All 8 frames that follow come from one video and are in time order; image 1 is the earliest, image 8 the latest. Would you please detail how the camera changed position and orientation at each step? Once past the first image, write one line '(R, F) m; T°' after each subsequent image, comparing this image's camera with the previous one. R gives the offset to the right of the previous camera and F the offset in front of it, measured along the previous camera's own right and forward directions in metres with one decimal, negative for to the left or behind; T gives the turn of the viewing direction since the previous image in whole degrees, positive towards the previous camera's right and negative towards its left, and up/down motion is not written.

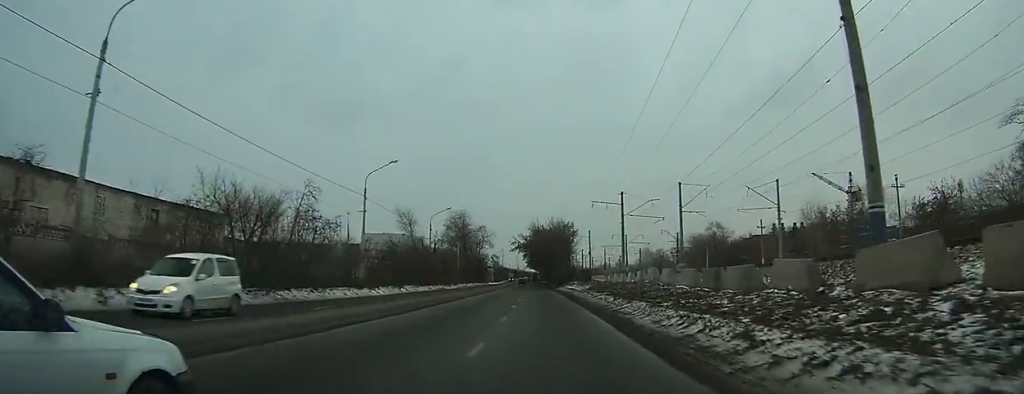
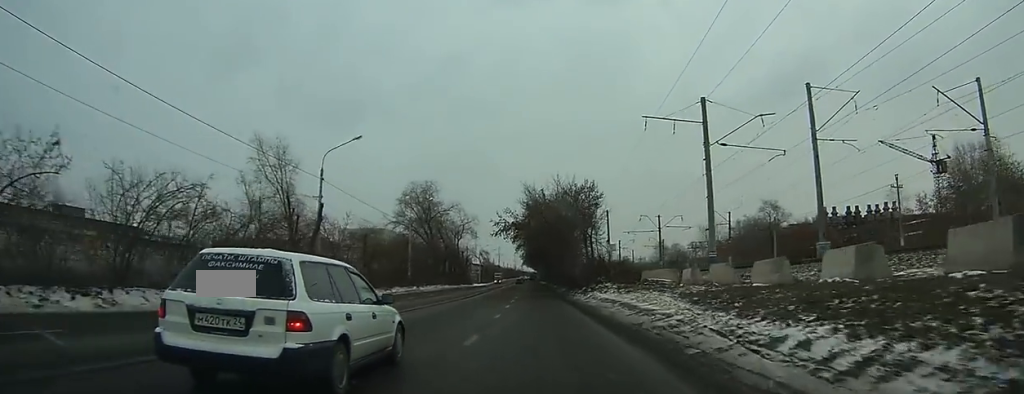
(-0.3, +37.8) m; -1°
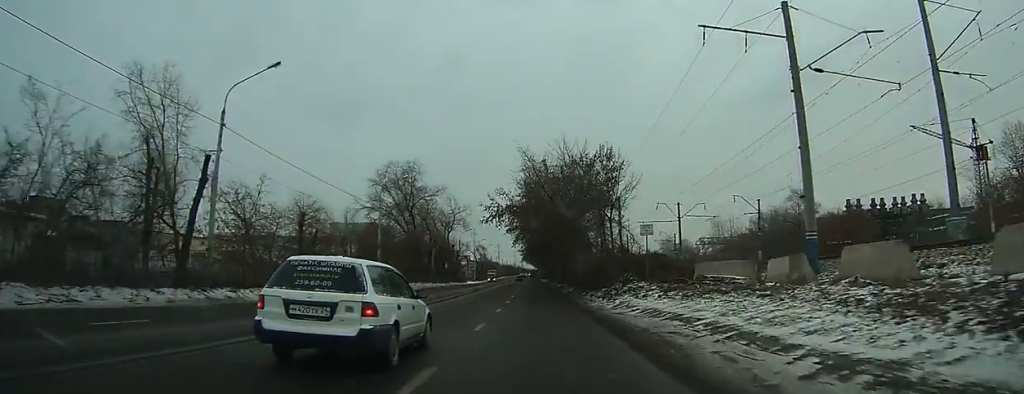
(0.0, +13.0) m; 0°
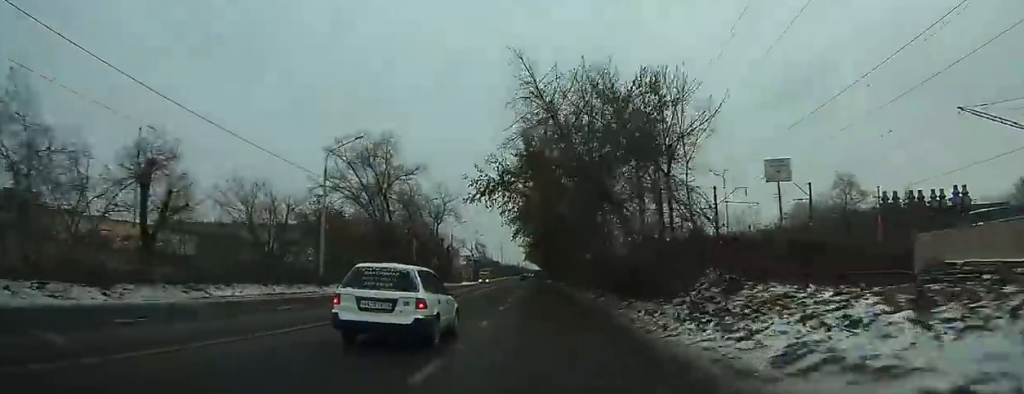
(0.0, +15.3) m; 0°
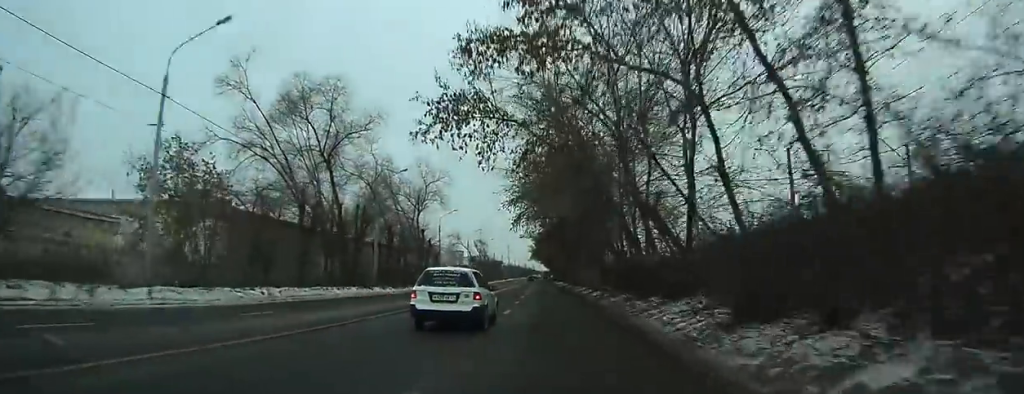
(-0.1, +19.0) m; 0°
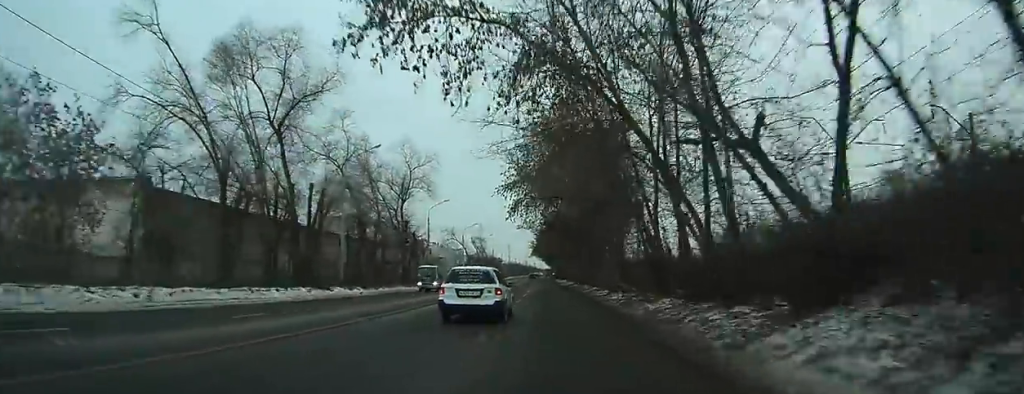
(0.0, +8.9) m; 0°
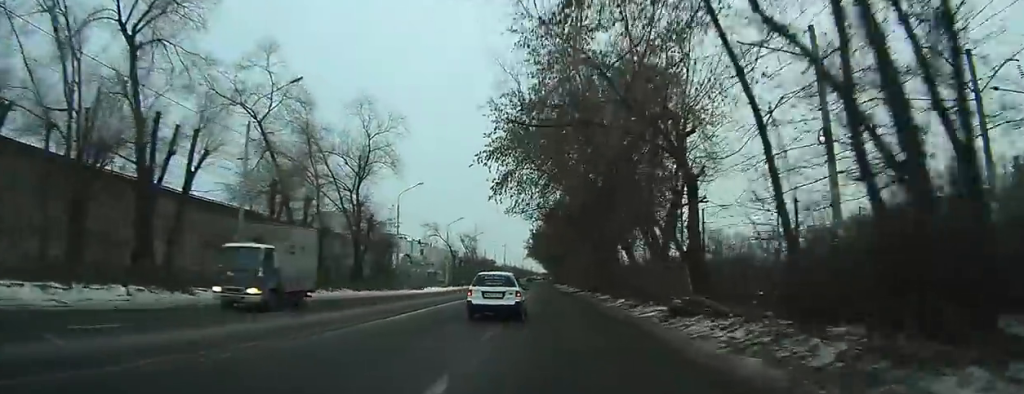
(0.0, +14.4) m; 0°
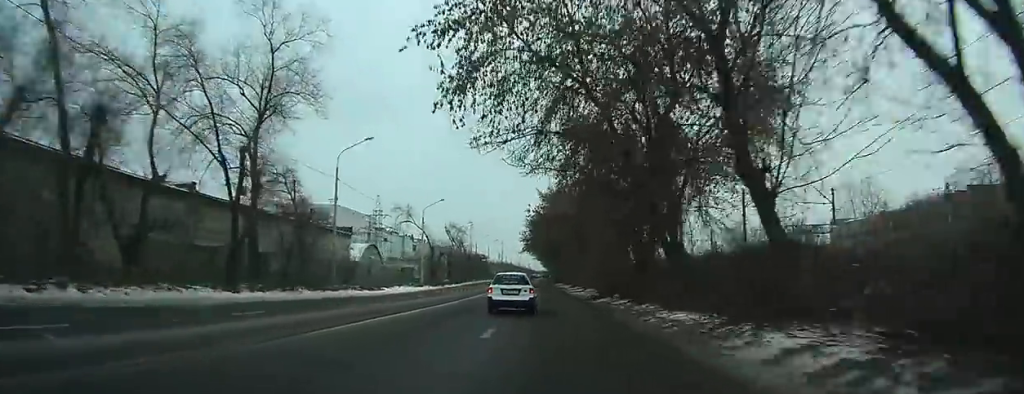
(0.0, +17.5) m; 0°
